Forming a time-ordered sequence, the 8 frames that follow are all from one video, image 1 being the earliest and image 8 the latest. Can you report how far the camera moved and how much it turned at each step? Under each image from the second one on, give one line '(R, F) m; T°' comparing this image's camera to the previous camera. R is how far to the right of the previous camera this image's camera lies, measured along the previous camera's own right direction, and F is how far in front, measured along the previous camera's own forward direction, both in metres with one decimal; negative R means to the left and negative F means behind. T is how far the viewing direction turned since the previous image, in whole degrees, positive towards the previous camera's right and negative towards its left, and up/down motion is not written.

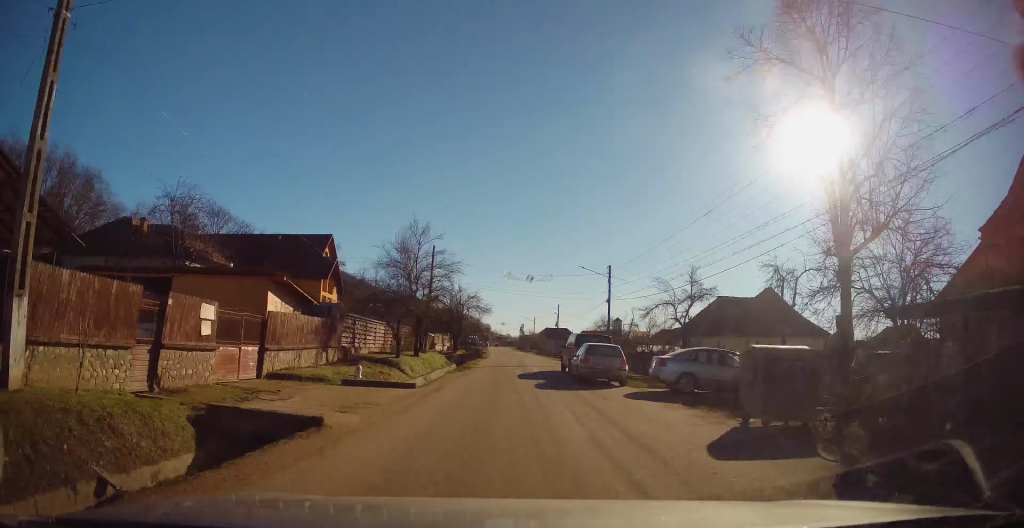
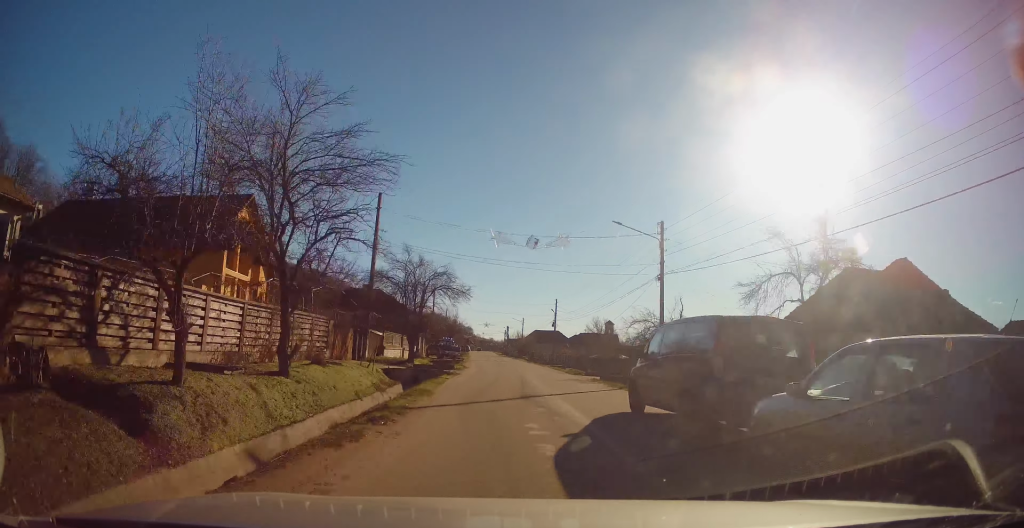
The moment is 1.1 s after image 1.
(+0.3, +16.6) m; +2°
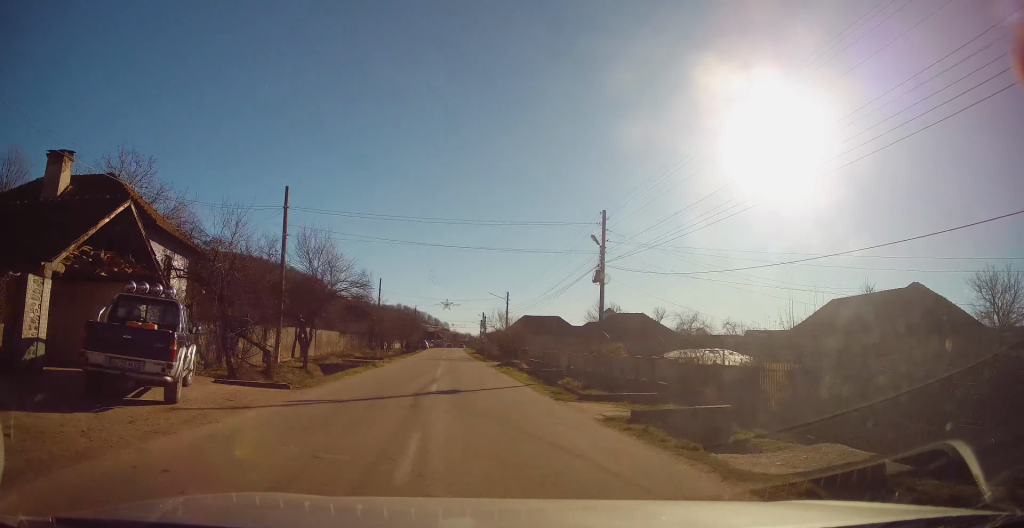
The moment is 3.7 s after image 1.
(+1.9, +40.4) m; +2°
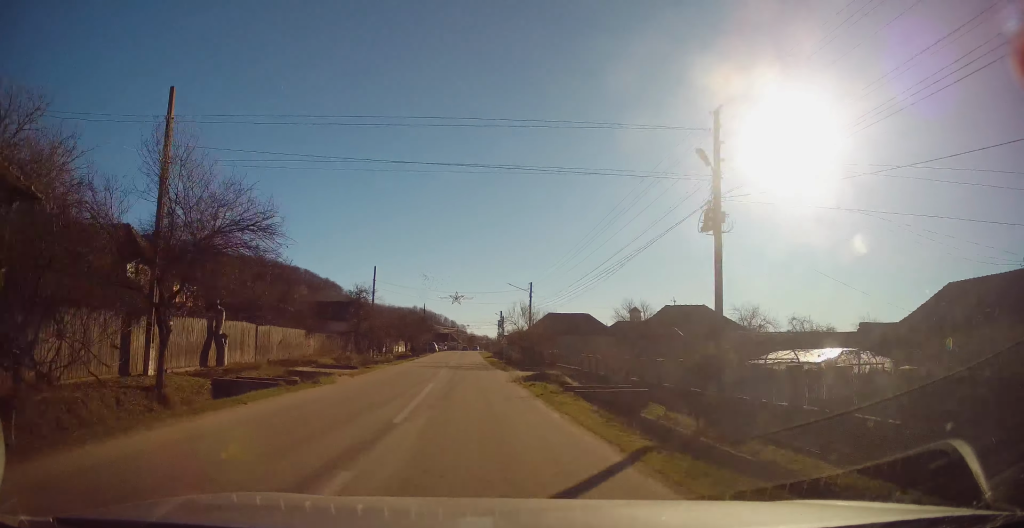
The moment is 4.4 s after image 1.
(-0.2, +11.3) m; -2°
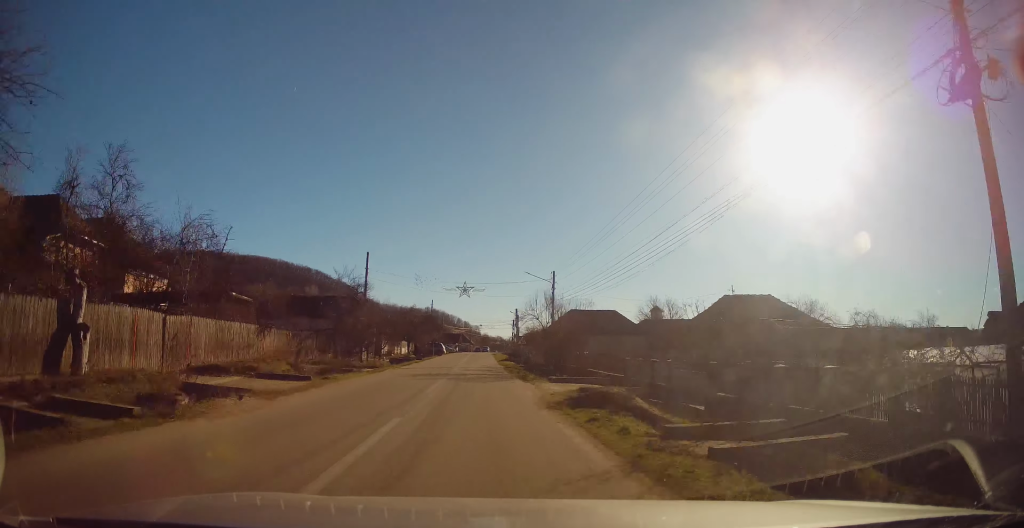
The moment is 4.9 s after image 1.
(-0.2, +8.2) m; 0°
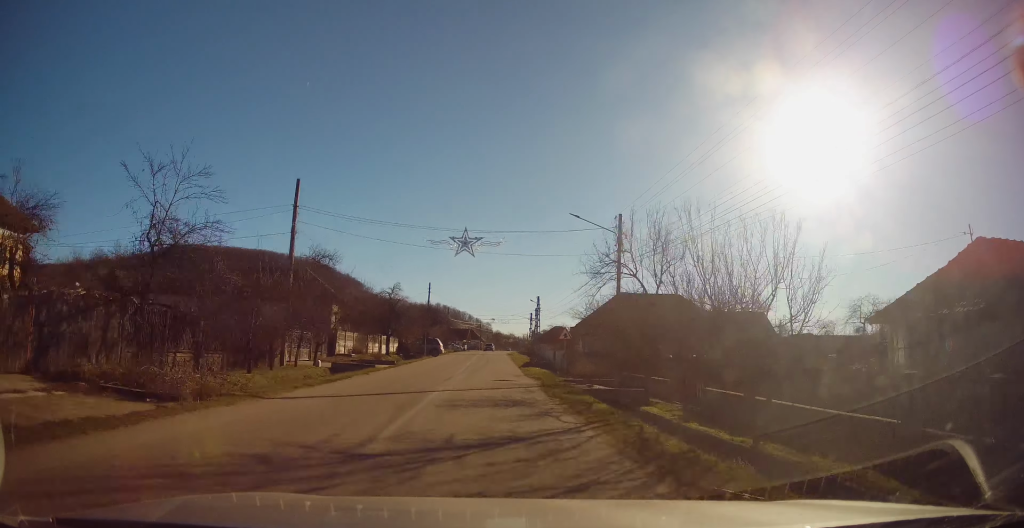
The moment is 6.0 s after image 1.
(0.0, +18.2) m; -1°
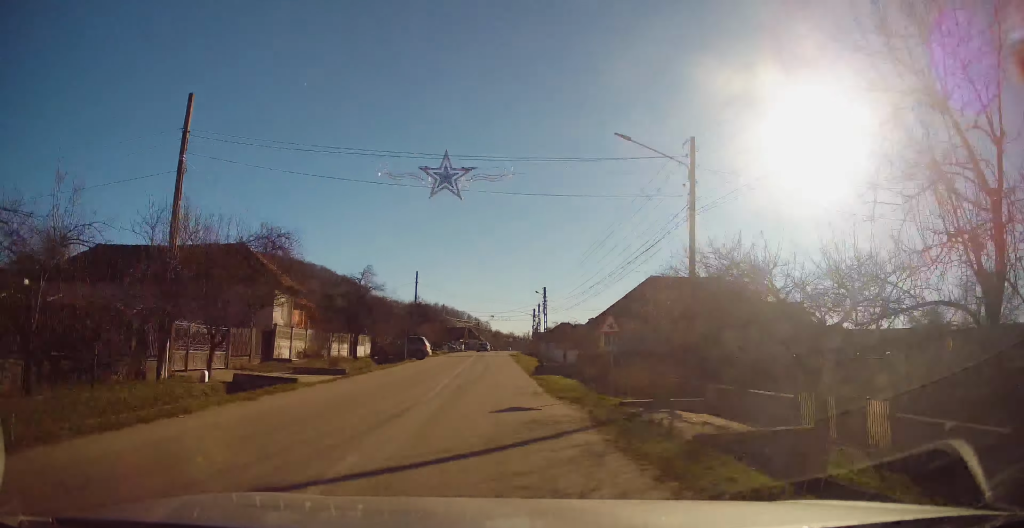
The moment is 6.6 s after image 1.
(-0.1, +9.5) m; -1°
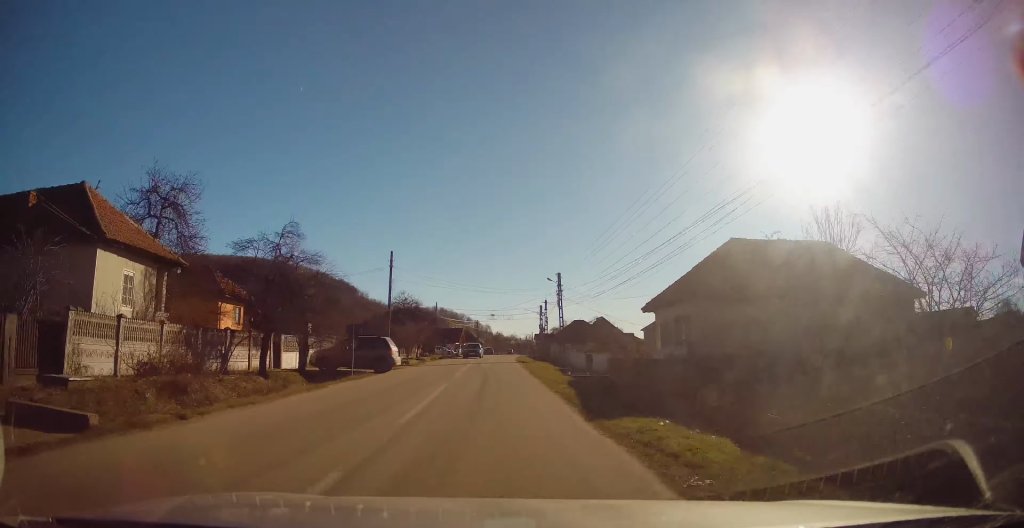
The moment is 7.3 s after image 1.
(-0.3, +12.8) m; -1°
